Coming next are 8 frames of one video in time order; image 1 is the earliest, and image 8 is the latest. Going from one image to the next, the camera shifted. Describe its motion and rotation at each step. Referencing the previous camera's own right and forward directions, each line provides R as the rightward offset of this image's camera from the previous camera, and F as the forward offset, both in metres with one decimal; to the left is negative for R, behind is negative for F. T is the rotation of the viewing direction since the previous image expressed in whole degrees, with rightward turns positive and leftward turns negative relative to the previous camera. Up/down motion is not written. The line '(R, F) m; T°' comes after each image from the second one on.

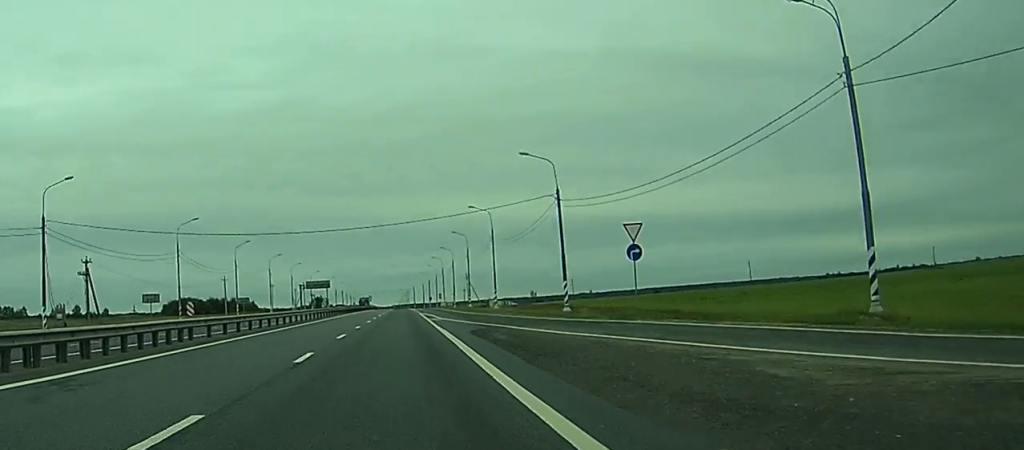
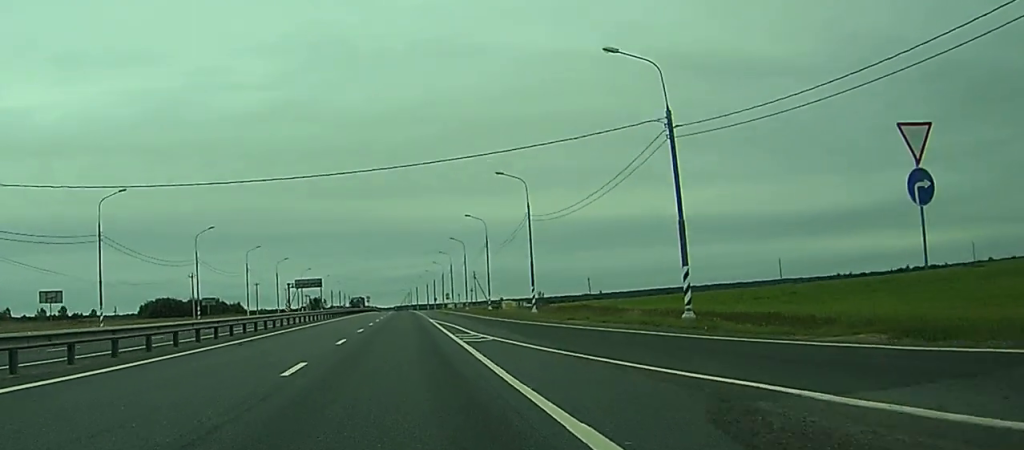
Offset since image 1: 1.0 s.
(+0.1, +27.0) m; 0°
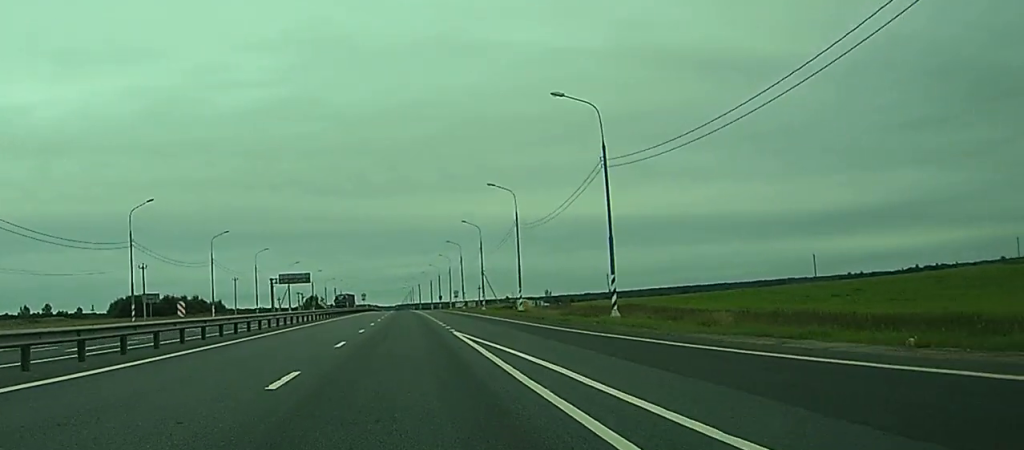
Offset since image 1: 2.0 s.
(+0.1, +27.0) m; 0°
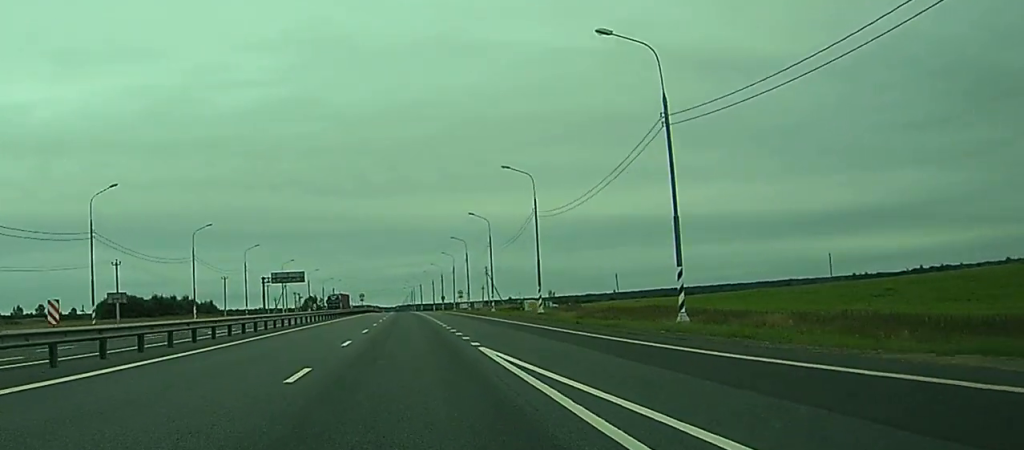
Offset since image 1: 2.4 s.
(0.0, +10.8) m; 0°
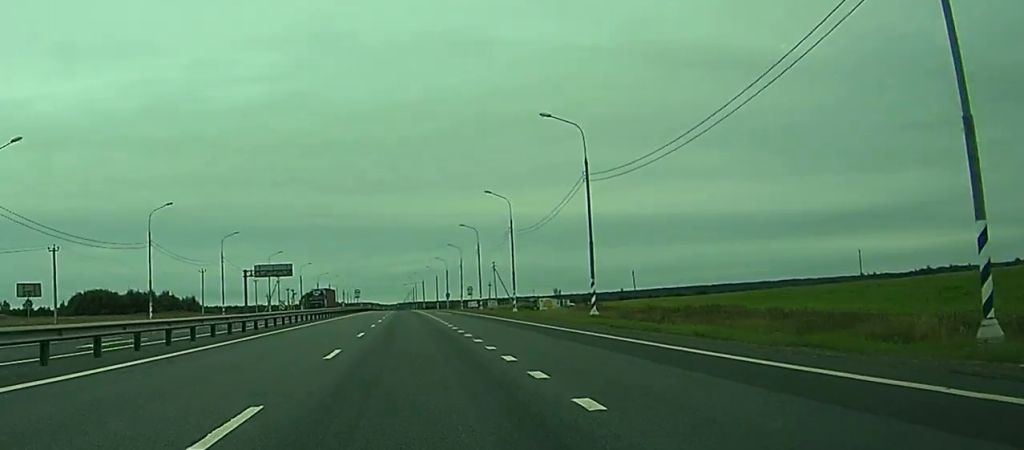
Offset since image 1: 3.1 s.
(-0.1, +18.8) m; 0°
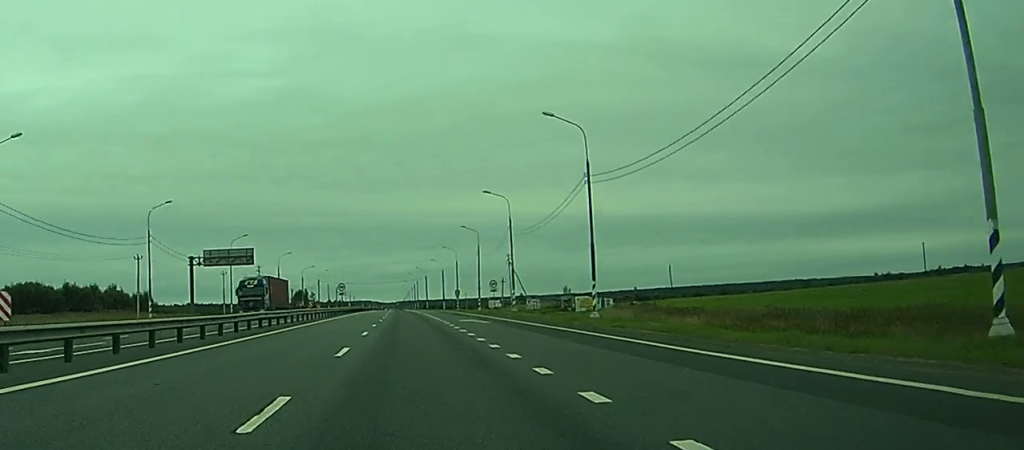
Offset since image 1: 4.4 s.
(-0.1, +35.6) m; 0°
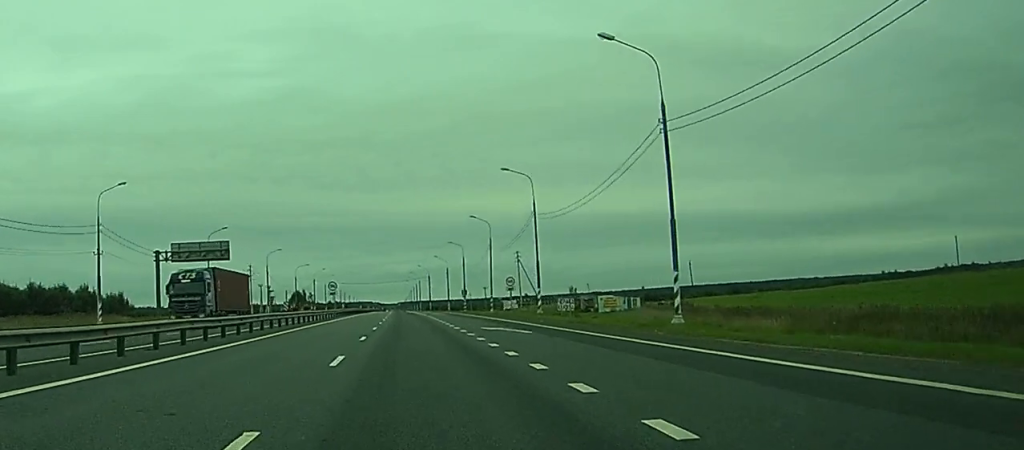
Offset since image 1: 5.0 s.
(0.0, +15.0) m; 0°
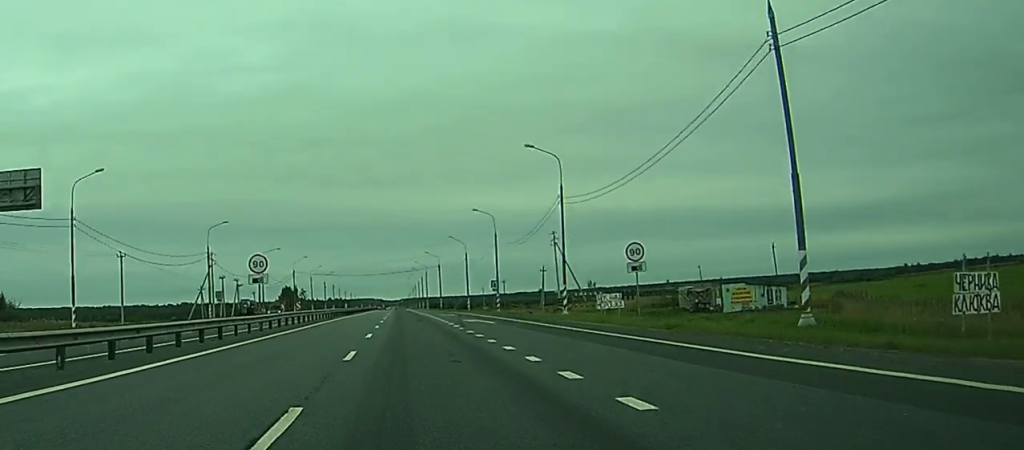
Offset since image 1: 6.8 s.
(+0.1, +46.5) m; 0°
